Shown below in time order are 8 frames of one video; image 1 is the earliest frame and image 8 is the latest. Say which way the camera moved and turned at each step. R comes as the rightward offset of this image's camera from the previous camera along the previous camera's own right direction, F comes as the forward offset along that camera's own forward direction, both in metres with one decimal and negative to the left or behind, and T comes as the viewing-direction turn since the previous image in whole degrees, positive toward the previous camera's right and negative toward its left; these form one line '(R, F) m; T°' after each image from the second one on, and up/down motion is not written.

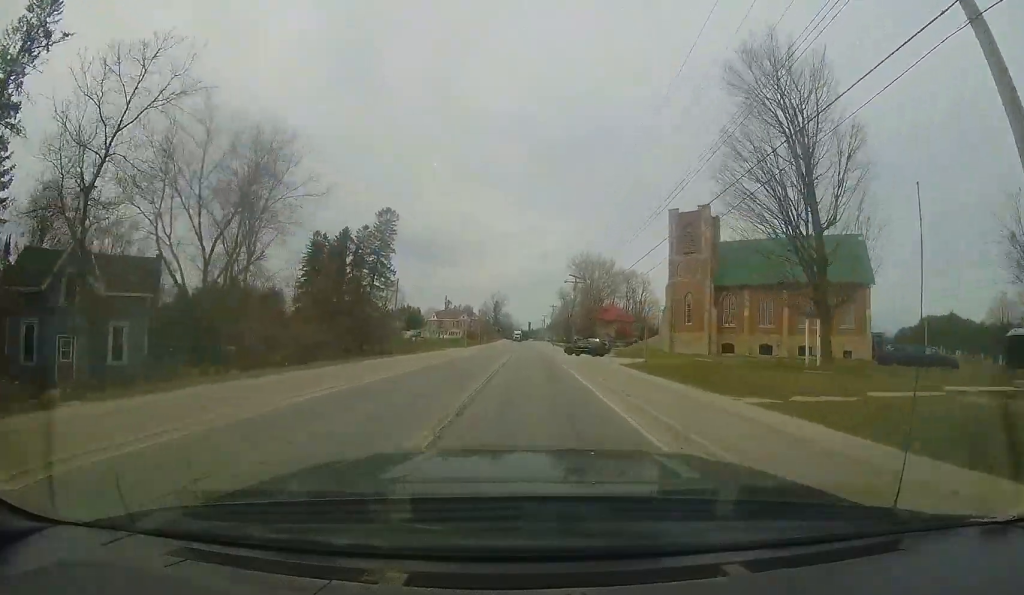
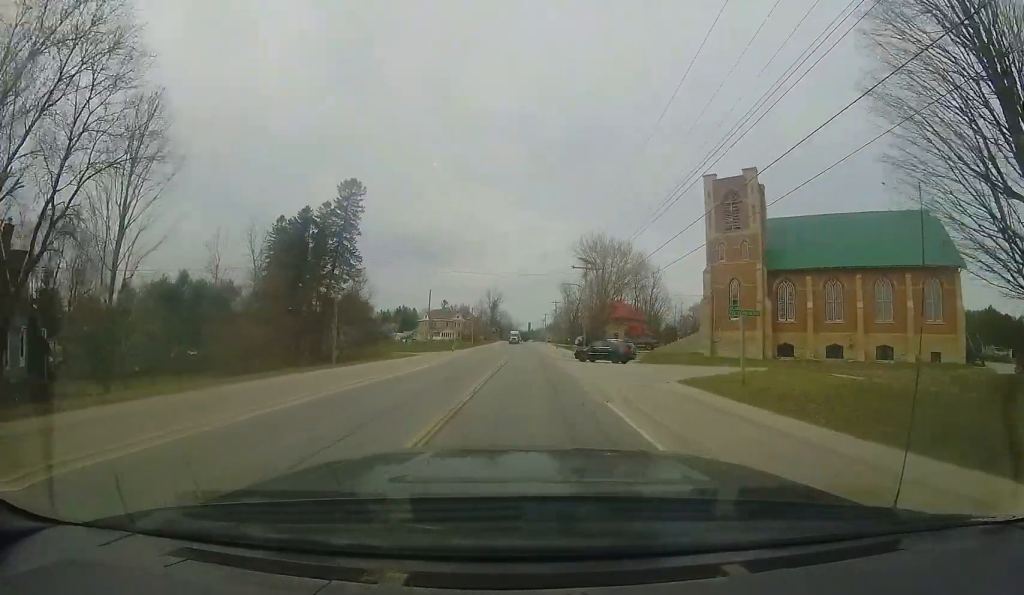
(+0.1, +10.3) m; +2°
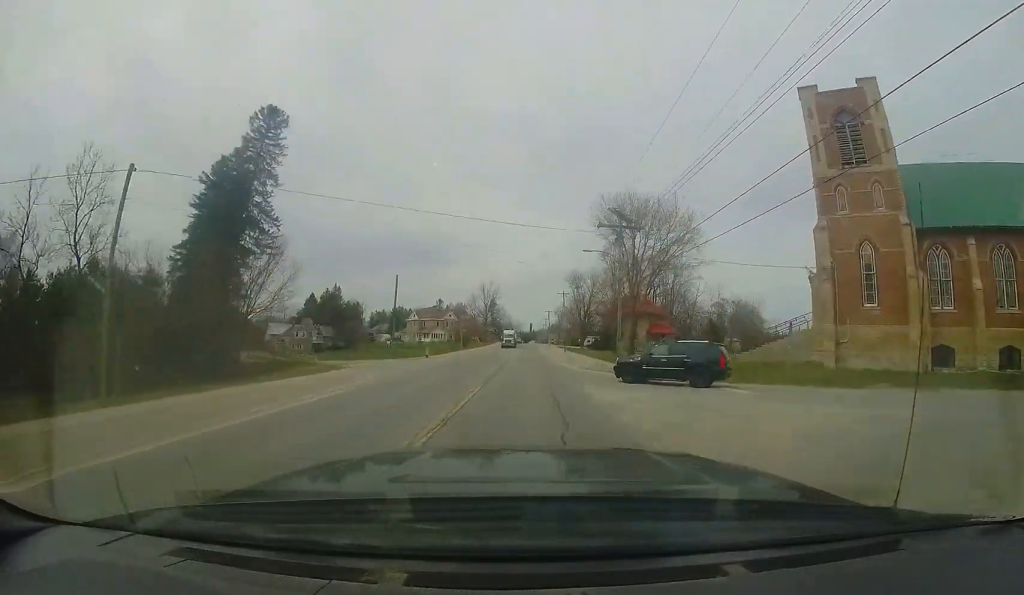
(+0.6, +14.8) m; +1°
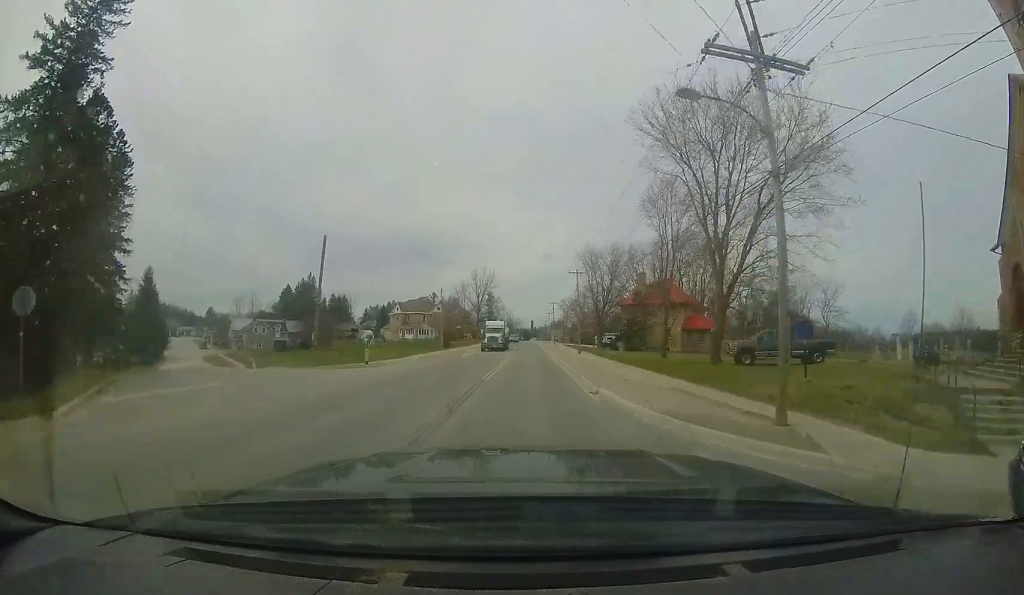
(-0.3, +15.9) m; -1°
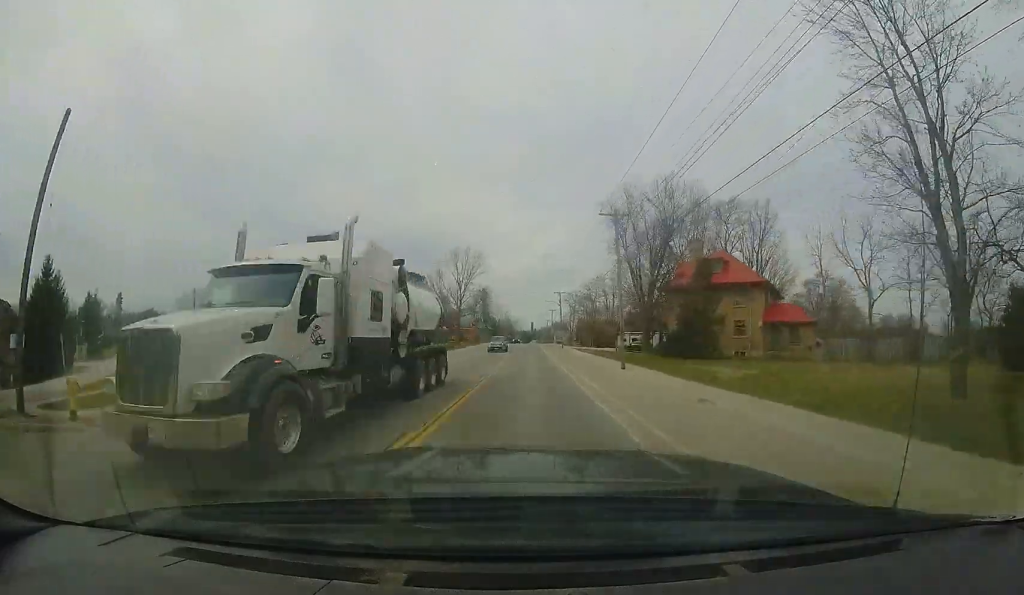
(0.0, +19.5) m; 0°
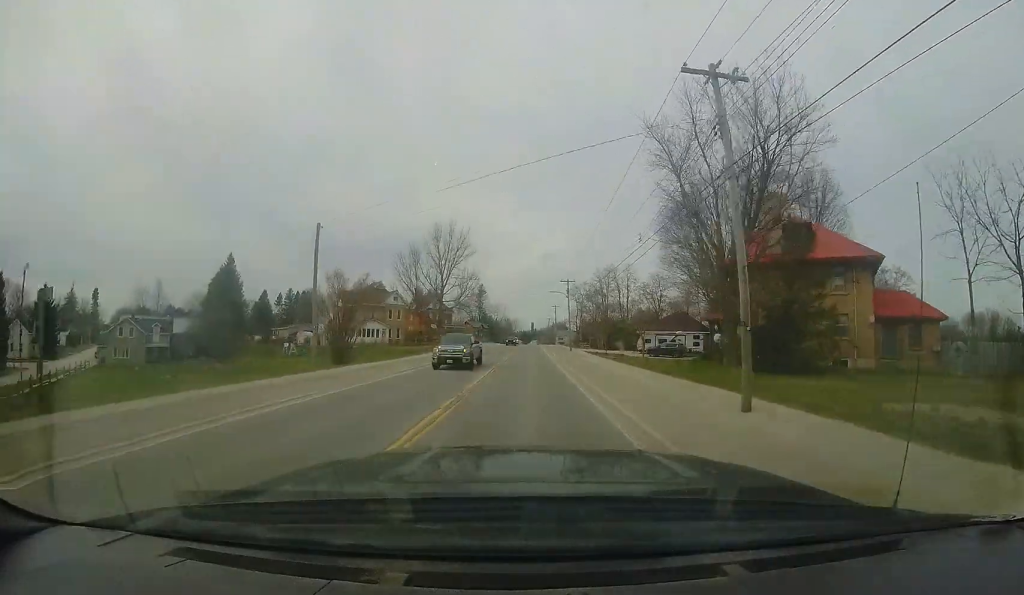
(-0.1, +12.3) m; 0°
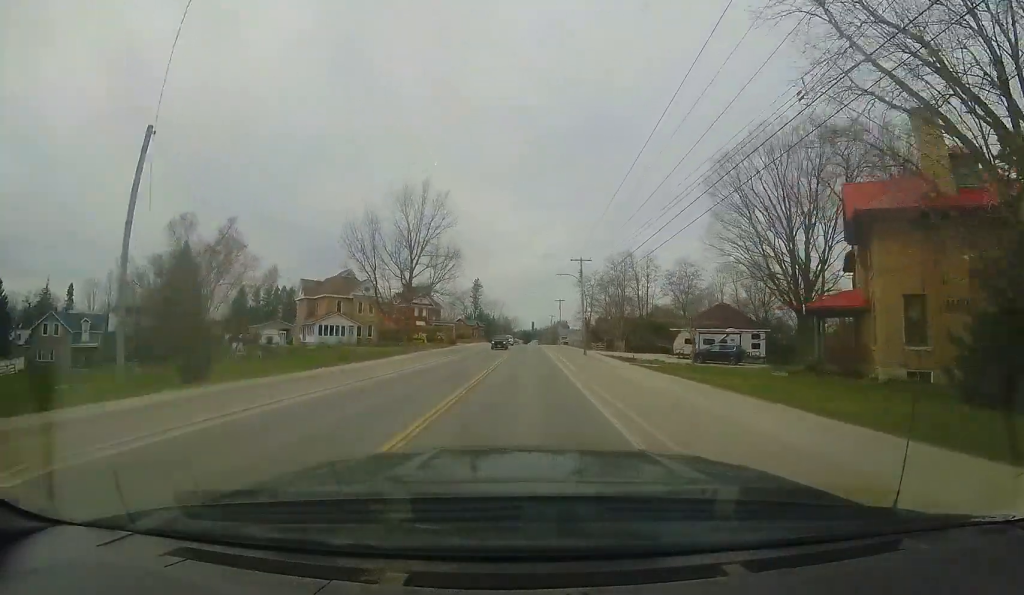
(0.0, +12.4) m; +1°
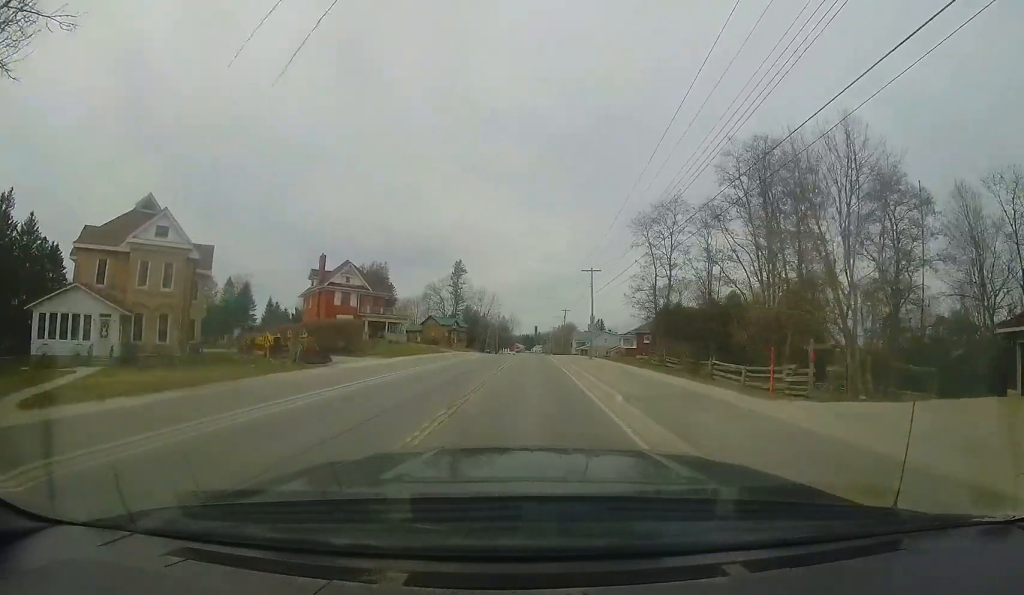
(+0.8, +36.5) m; +2°
